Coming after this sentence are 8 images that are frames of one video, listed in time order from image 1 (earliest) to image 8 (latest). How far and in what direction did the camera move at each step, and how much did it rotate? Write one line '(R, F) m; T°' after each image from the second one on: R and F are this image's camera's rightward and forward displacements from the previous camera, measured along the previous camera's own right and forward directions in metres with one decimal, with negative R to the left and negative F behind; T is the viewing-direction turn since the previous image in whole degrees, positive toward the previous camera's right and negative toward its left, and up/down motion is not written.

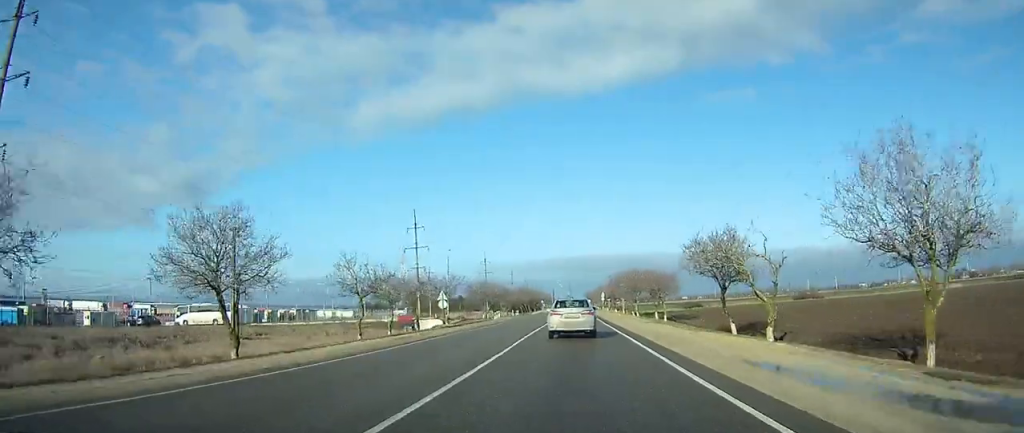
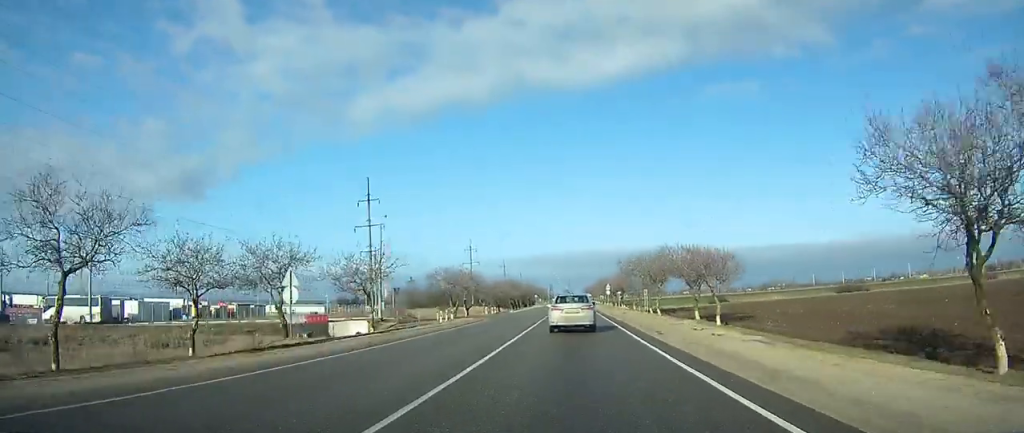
(0.0, +27.1) m; 0°
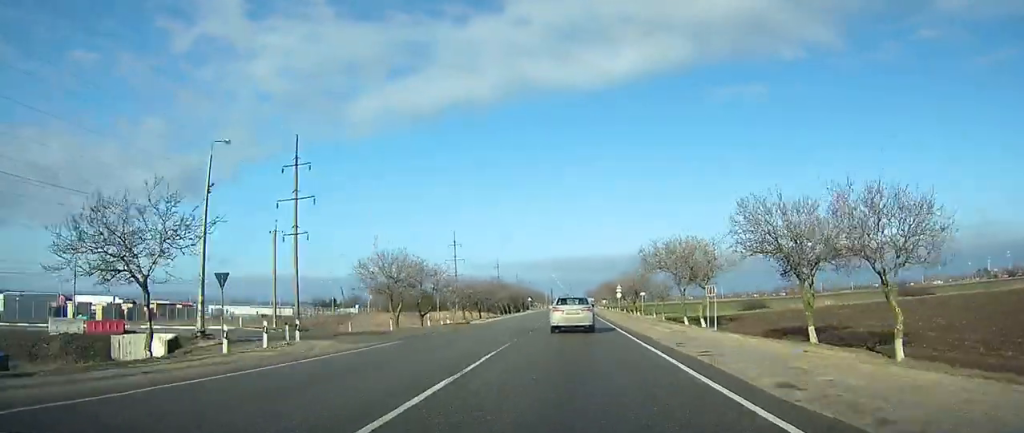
(+0.1, +26.5) m; 0°
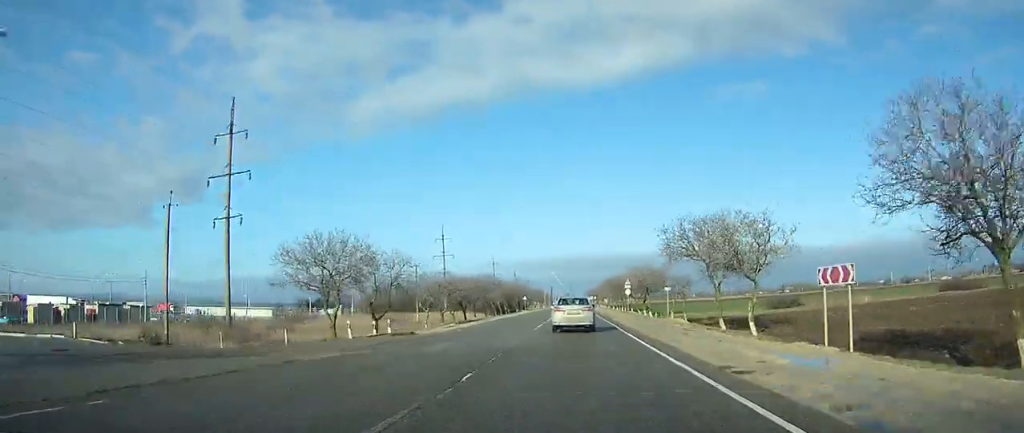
(0.0, +14.5) m; 0°
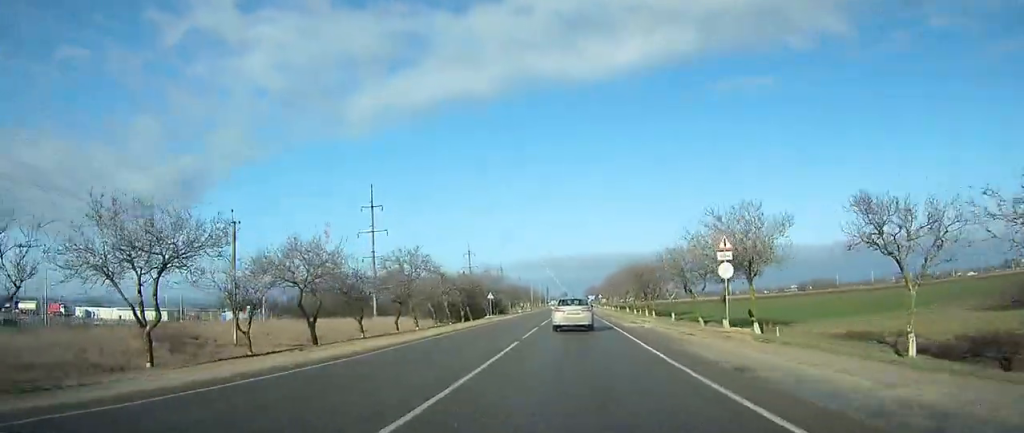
(-0.2, +50.0) m; 0°
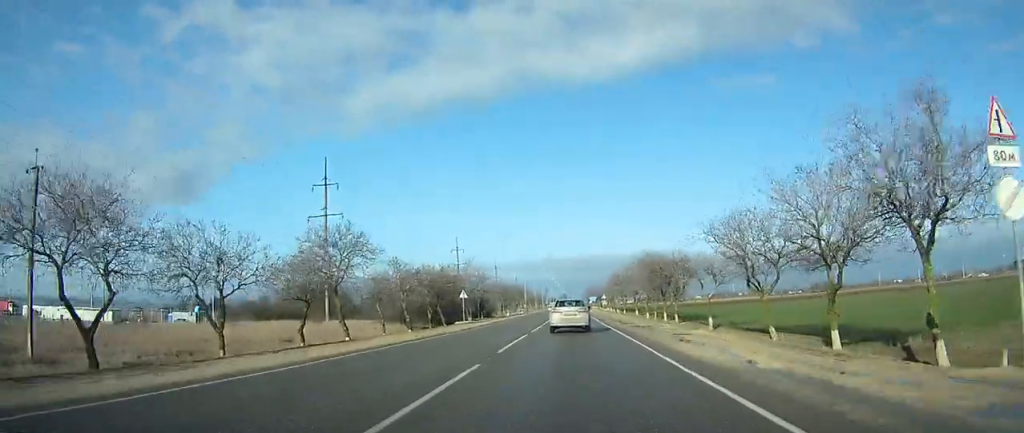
(0.0, +18.4) m; 0°
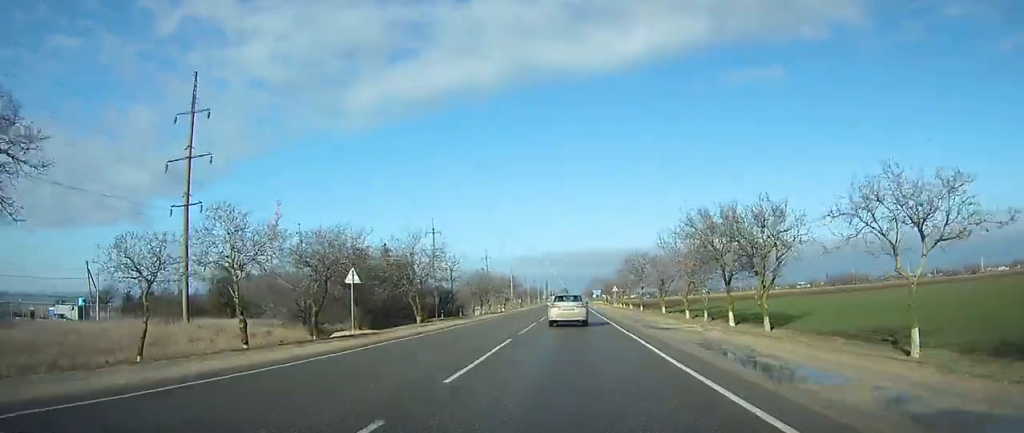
(+0.2, +30.0) m; 0°
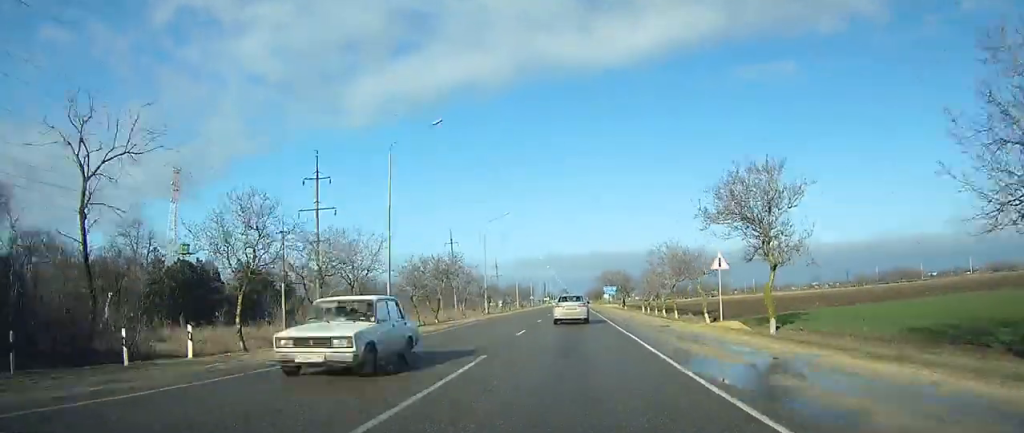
(-1.1, +64.8) m; 0°
